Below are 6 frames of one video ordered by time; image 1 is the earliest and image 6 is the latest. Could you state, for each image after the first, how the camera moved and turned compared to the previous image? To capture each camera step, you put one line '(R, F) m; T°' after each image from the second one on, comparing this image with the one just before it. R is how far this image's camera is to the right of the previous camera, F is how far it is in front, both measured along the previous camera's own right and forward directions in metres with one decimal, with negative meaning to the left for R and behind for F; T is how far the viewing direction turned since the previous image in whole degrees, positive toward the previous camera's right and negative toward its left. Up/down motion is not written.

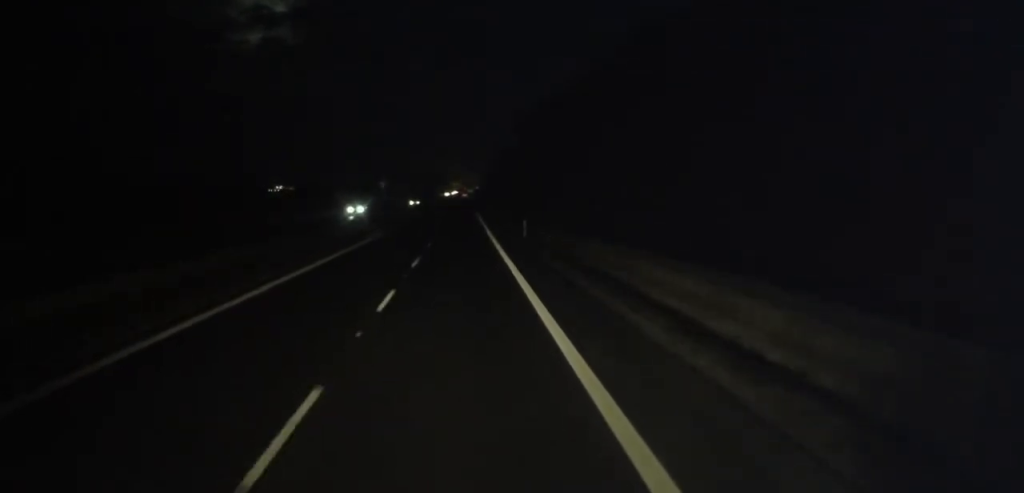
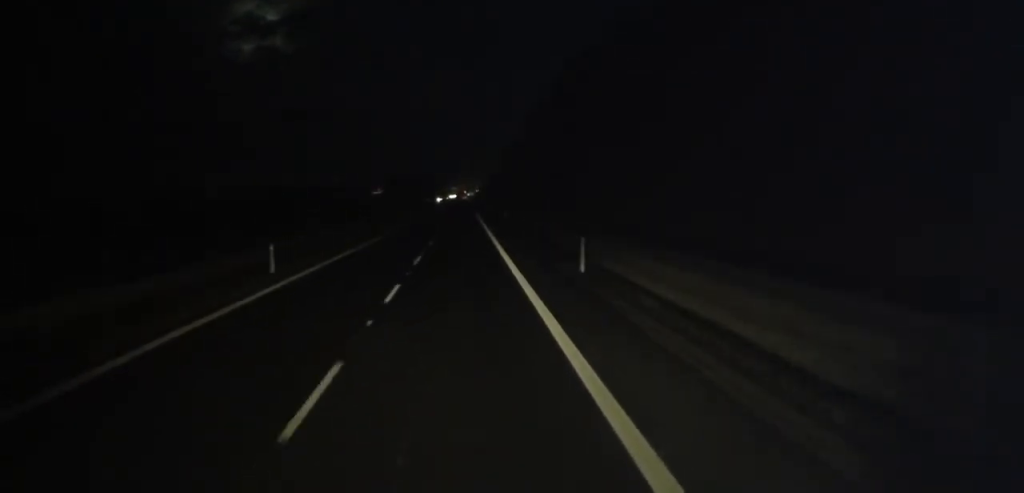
(-1.9, +62.0) m; -2°
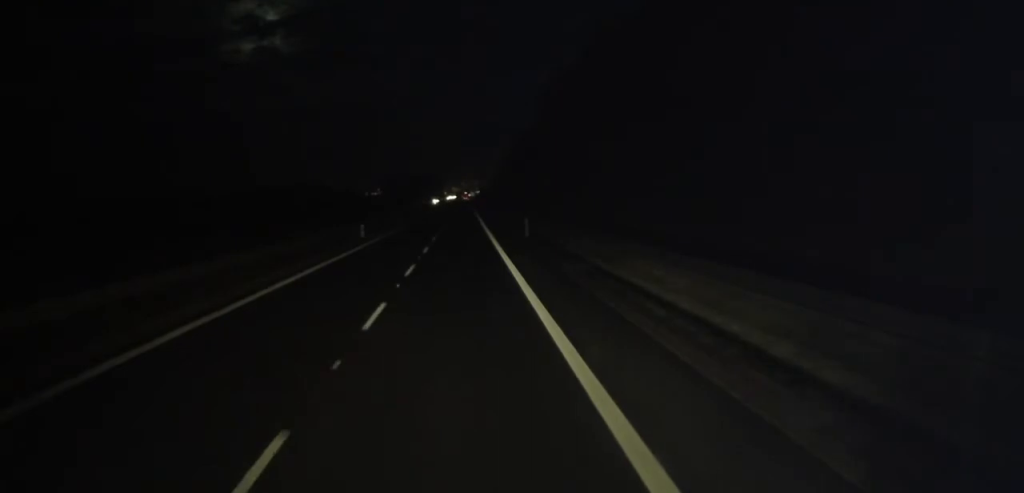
(+0.3, +21.4) m; +1°
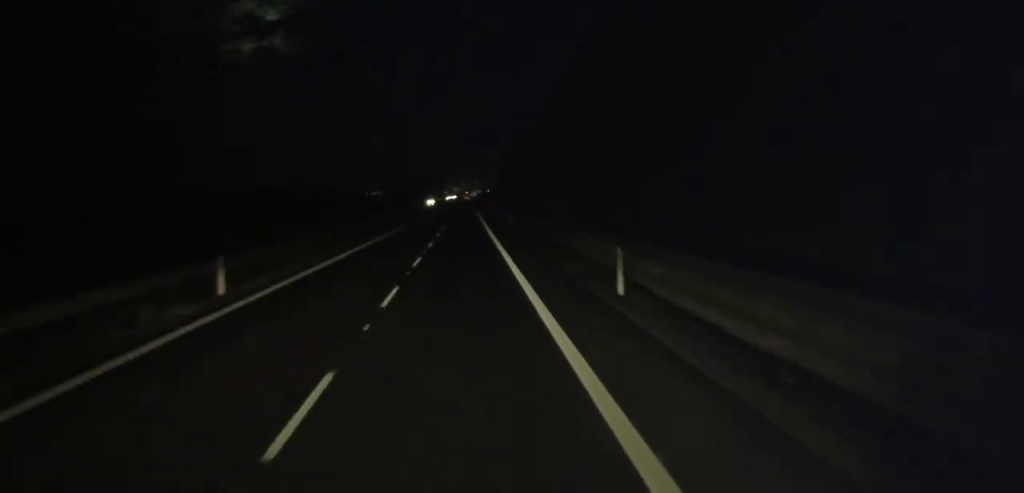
(+0.1, +24.5) m; 0°
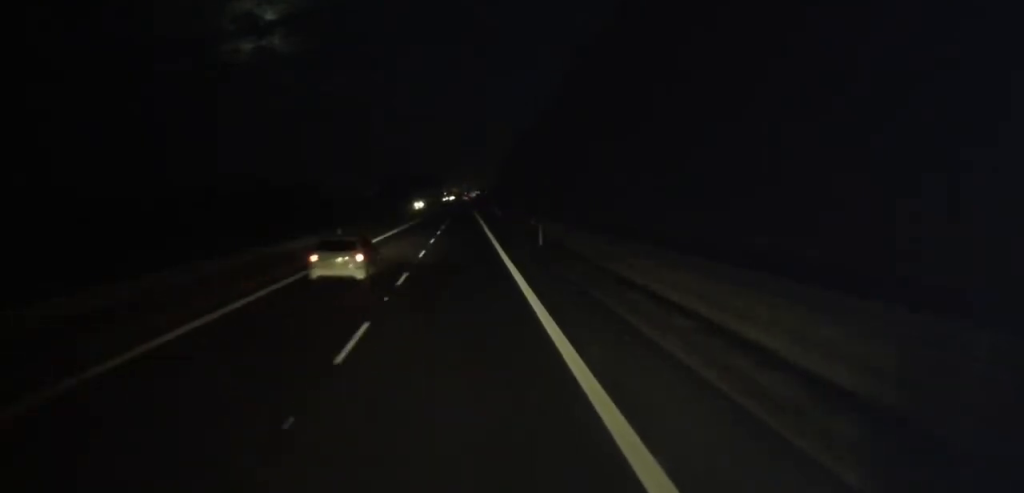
(-0.1, +23.6) m; -1°
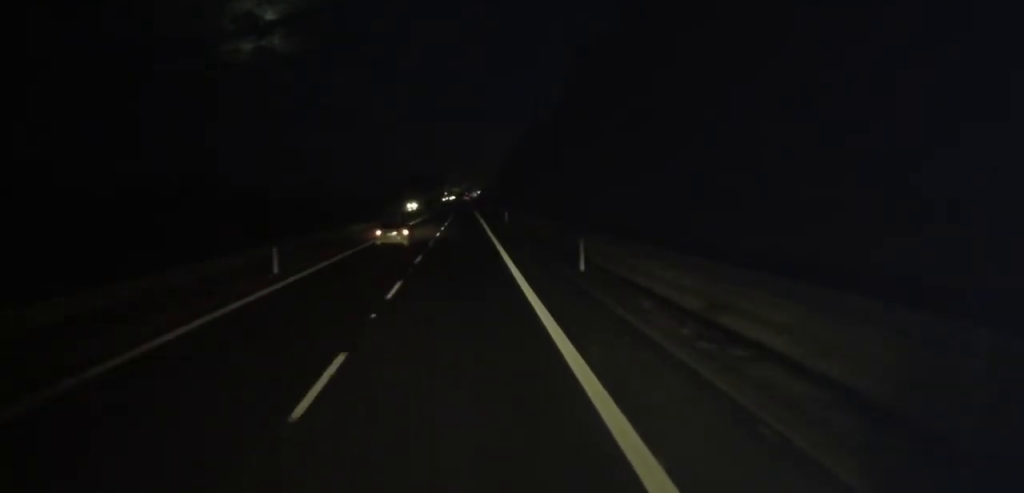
(-0.2, +11.7) m; 0°
